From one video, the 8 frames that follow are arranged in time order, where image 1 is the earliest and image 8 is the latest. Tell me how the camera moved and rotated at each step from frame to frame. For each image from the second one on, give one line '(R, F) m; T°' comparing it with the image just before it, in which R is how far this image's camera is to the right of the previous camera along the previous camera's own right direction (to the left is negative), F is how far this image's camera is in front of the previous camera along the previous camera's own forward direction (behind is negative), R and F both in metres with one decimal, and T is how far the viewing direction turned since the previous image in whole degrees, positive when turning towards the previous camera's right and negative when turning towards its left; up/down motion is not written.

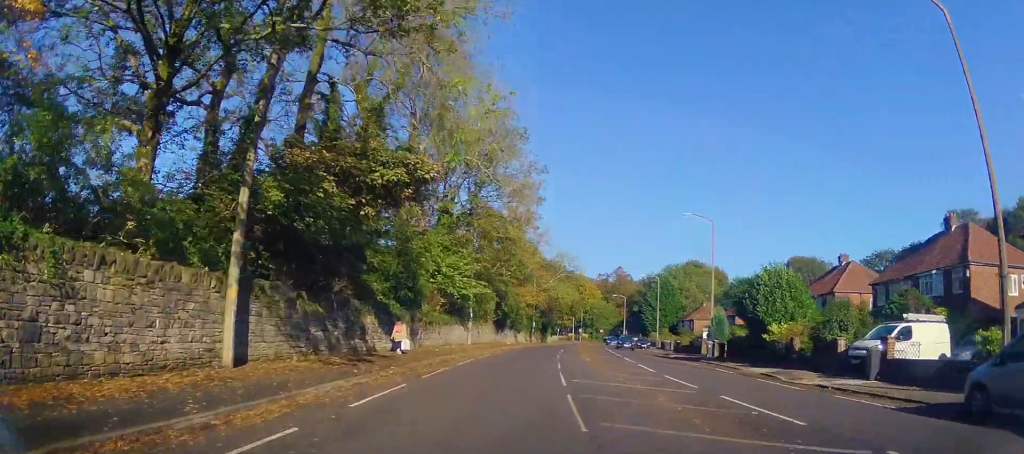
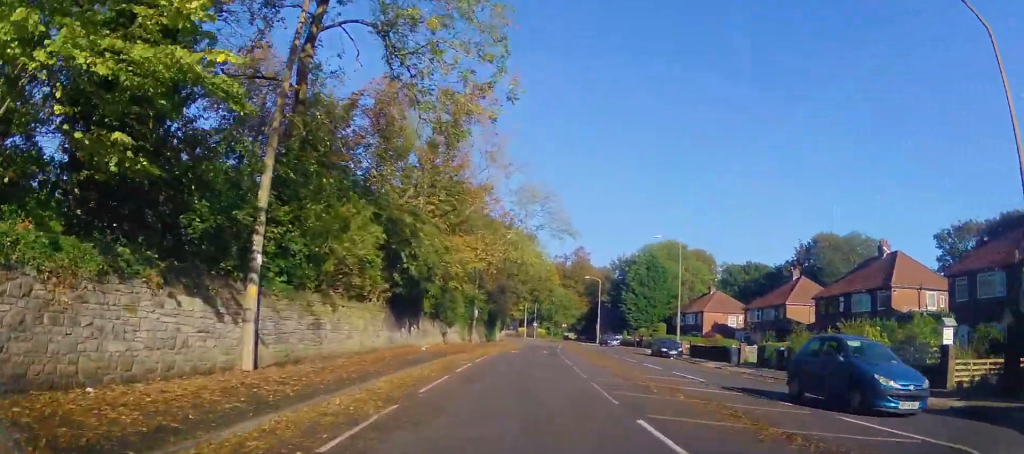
(+2.1, +33.2) m; +5°
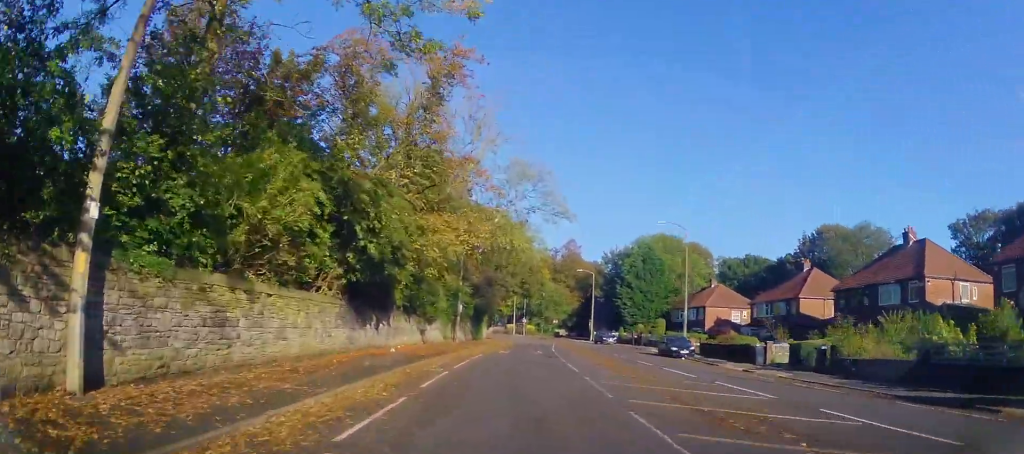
(0.0, +5.4) m; 0°
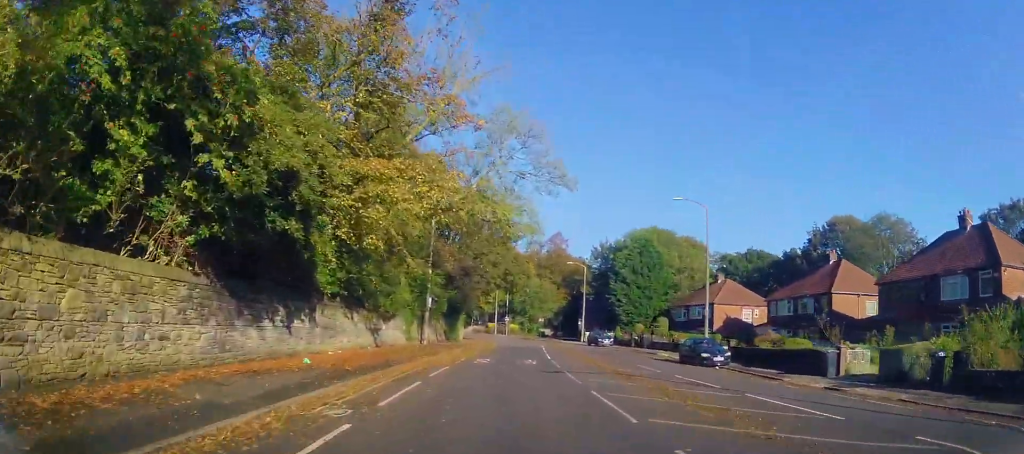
(0.0, +9.1) m; +3°
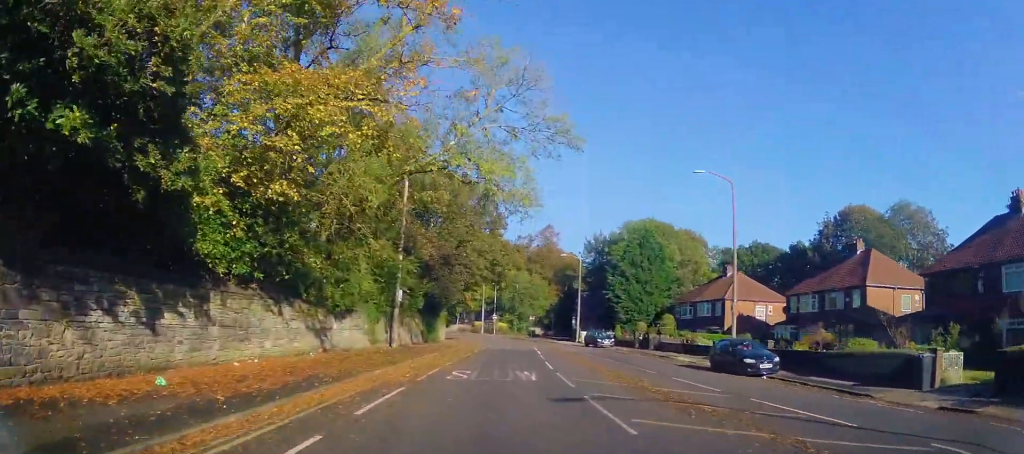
(+0.1, +6.6) m; +3°
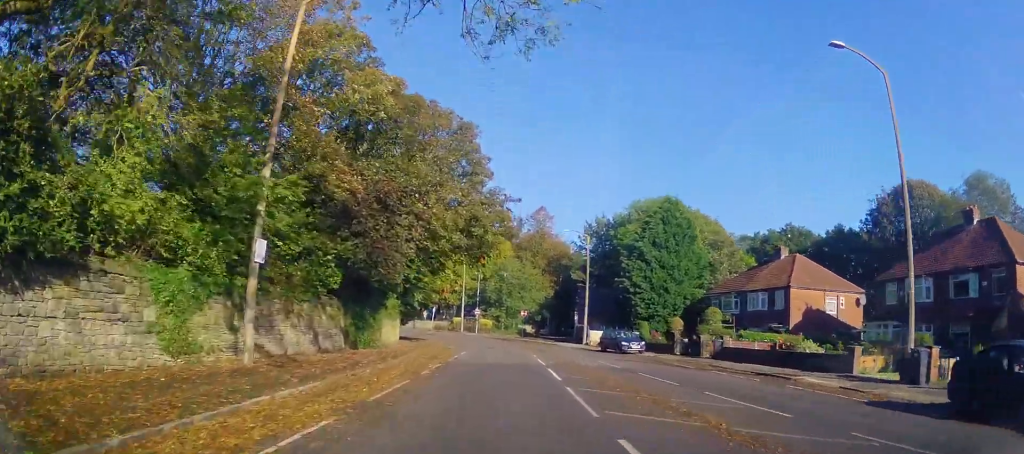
(+1.2, +15.9) m; +6°
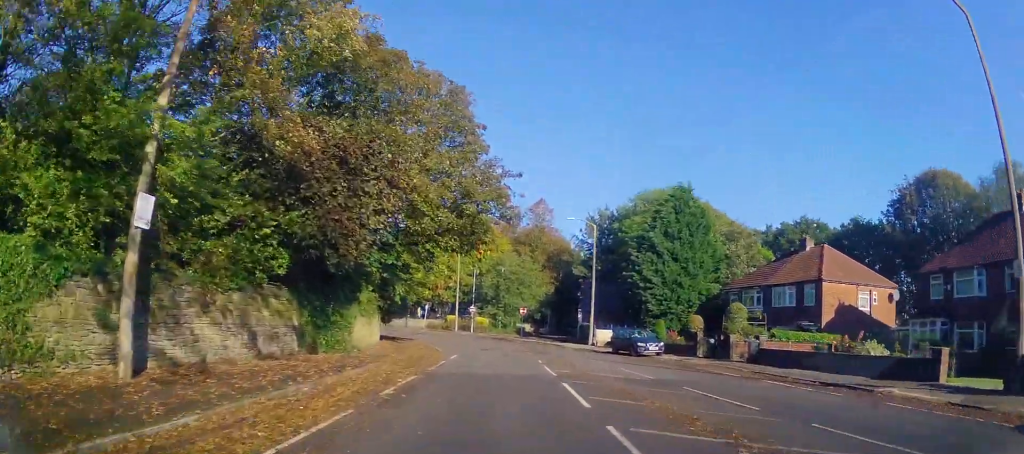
(+0.1, +4.9) m; +1°
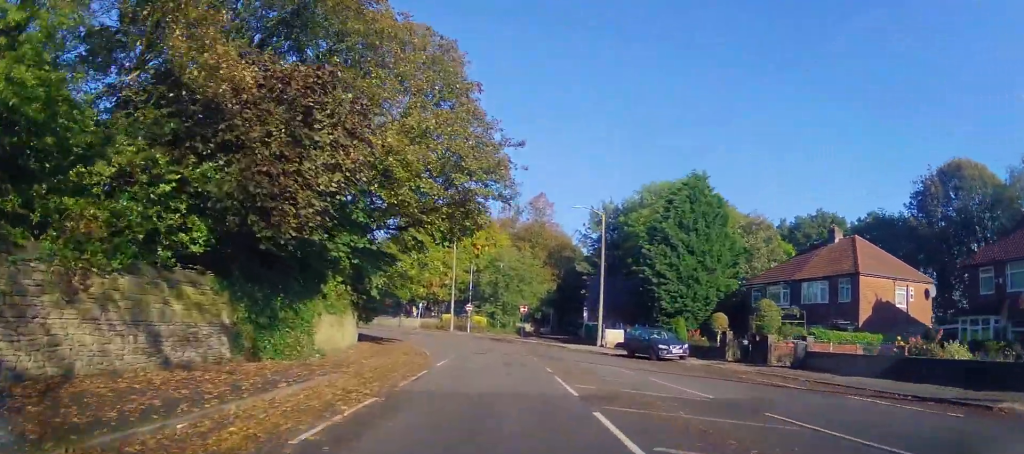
(+0.1, +4.5) m; 0°
